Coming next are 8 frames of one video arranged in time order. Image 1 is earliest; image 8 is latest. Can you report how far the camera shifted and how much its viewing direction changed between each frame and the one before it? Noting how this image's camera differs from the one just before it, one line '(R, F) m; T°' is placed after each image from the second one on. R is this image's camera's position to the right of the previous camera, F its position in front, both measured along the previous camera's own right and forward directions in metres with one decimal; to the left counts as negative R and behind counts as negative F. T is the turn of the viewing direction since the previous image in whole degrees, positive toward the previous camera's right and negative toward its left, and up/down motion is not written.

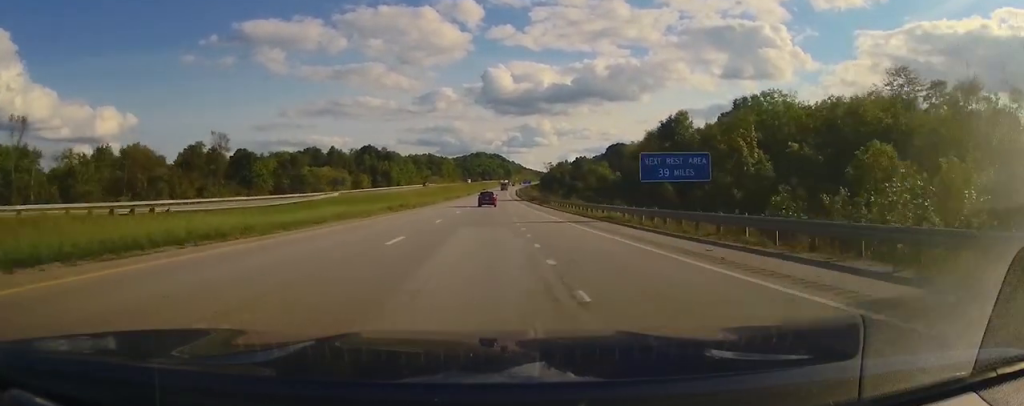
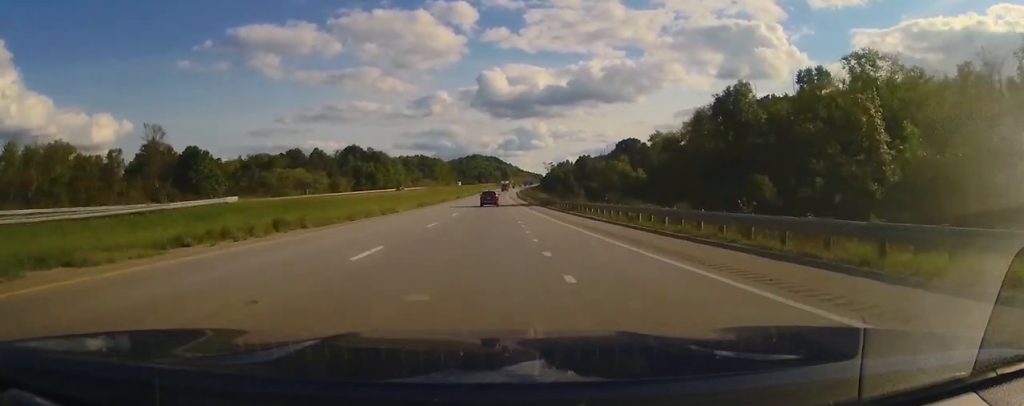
(0.0, +27.7) m; +1°
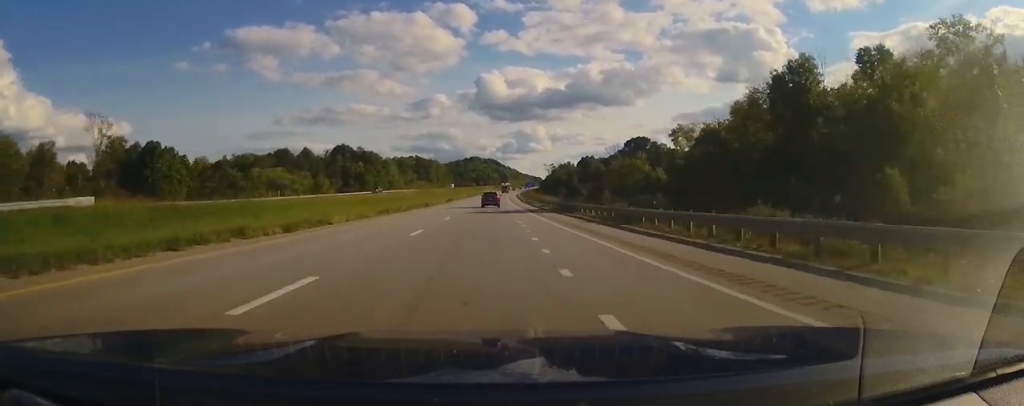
(0.0, +17.3) m; 0°
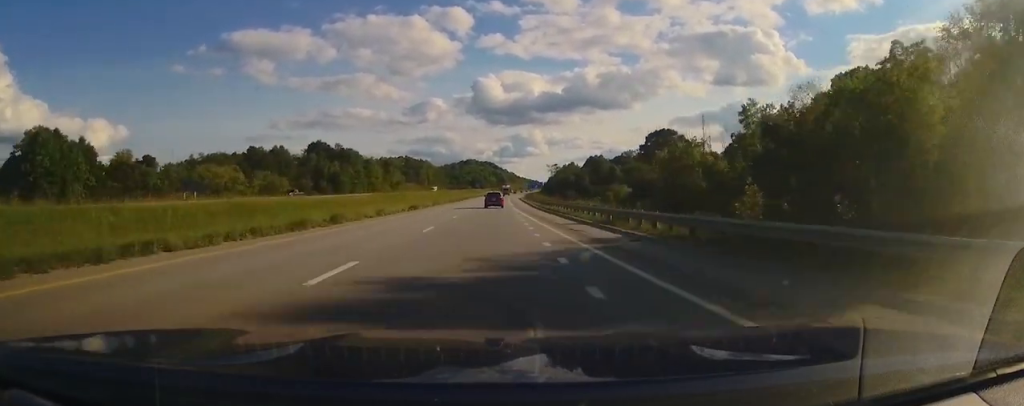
(+0.3, +34.5) m; +1°
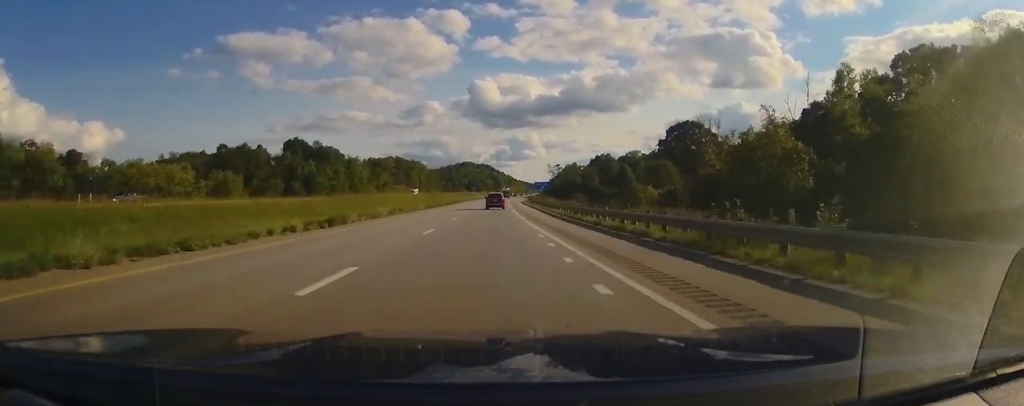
(0.0, +25.1) m; 0°
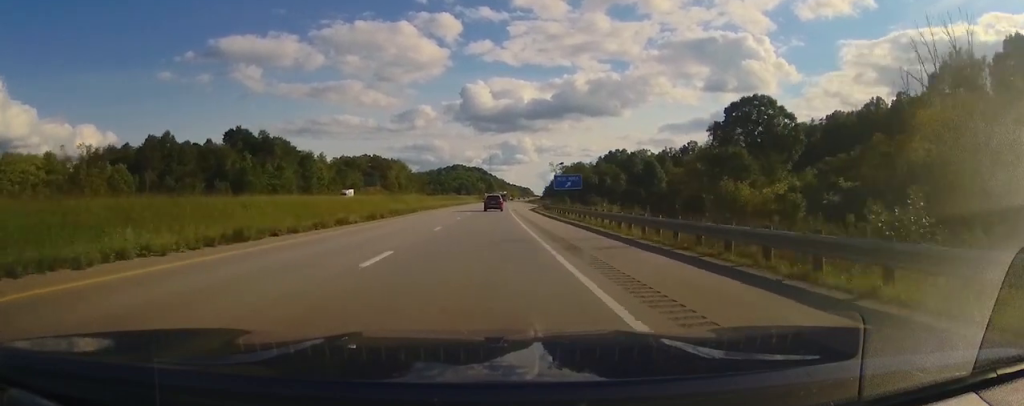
(+0.2, +44.8) m; +1°
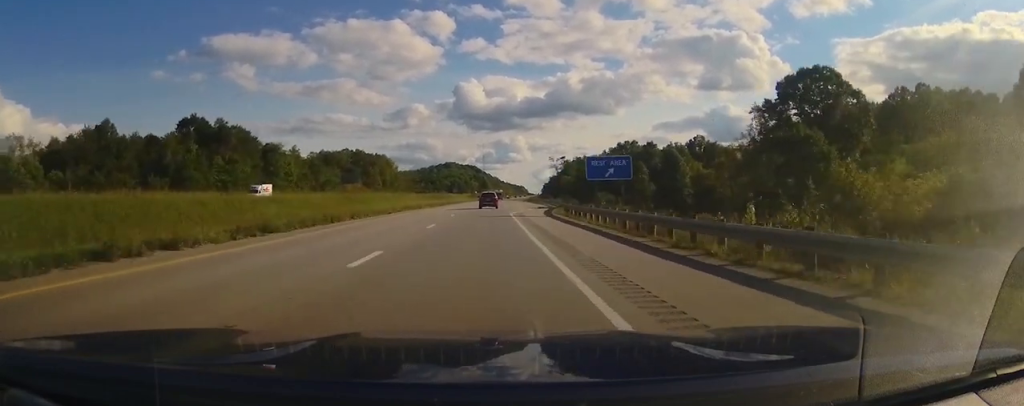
(+0.1, +24.3) m; +1°
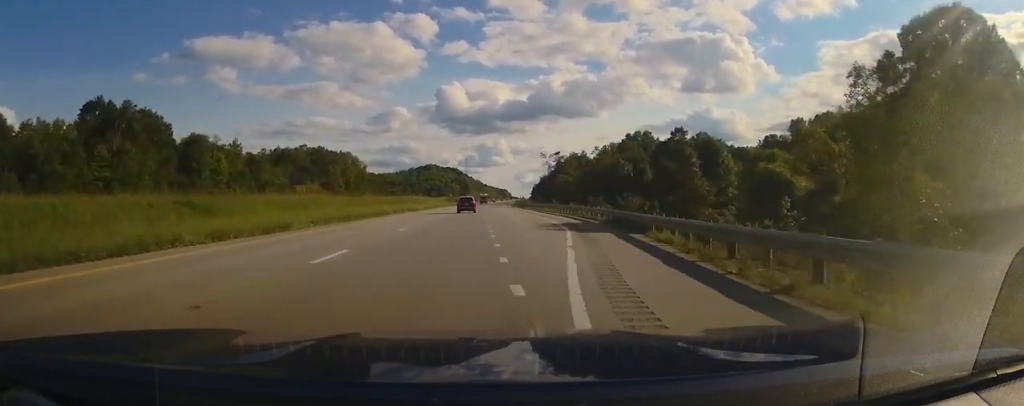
(+0.5, +34.8) m; +1°
